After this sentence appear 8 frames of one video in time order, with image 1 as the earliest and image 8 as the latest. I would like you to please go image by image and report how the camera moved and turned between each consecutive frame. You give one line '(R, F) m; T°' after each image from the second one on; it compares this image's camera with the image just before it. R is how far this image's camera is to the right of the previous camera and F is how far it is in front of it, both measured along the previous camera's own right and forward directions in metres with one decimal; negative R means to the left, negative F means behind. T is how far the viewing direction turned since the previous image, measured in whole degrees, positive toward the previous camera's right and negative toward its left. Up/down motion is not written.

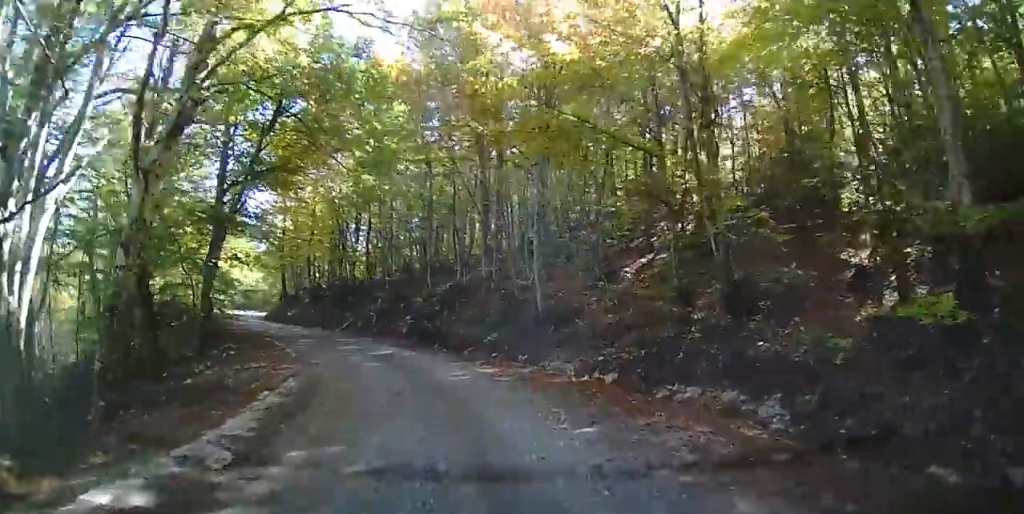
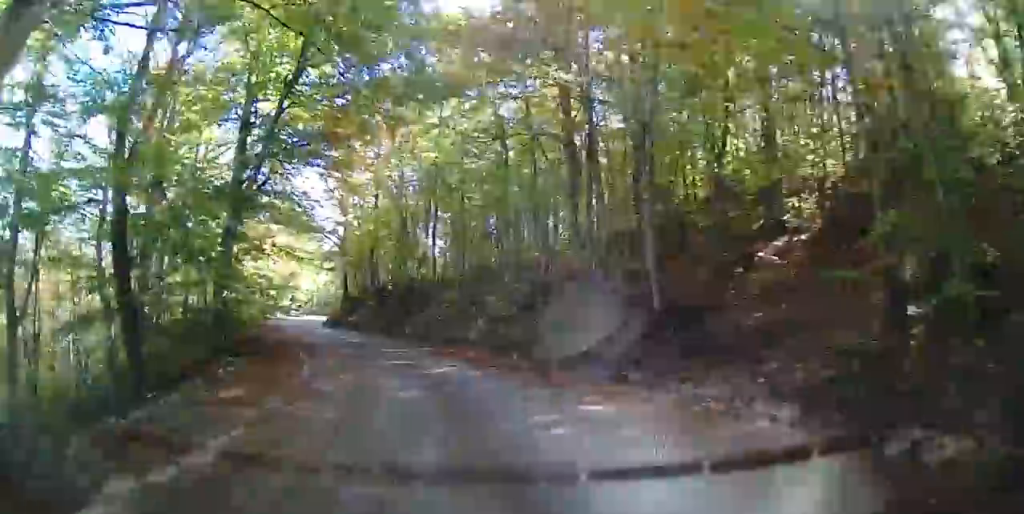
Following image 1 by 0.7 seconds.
(0.0, +4.9) m; -9°
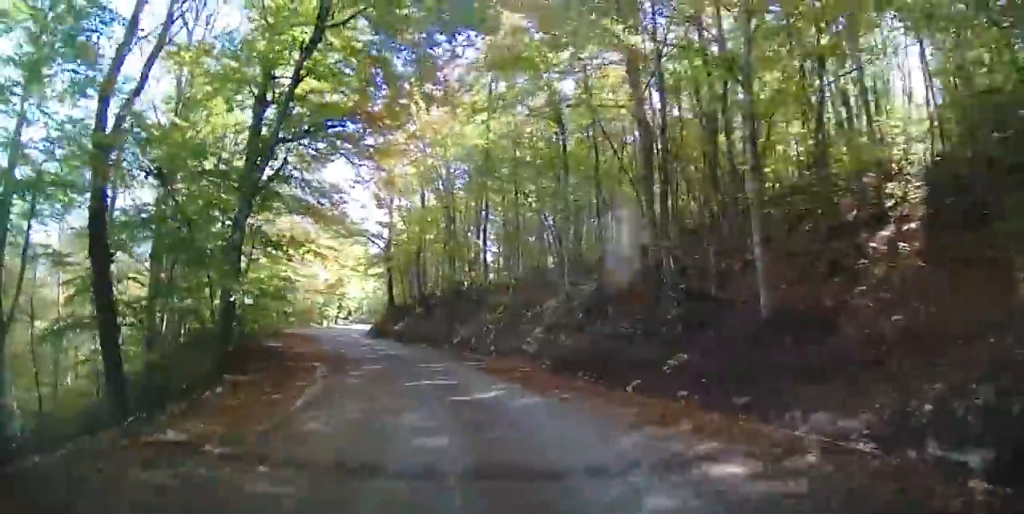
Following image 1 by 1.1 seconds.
(-0.5, +2.8) m; -5°
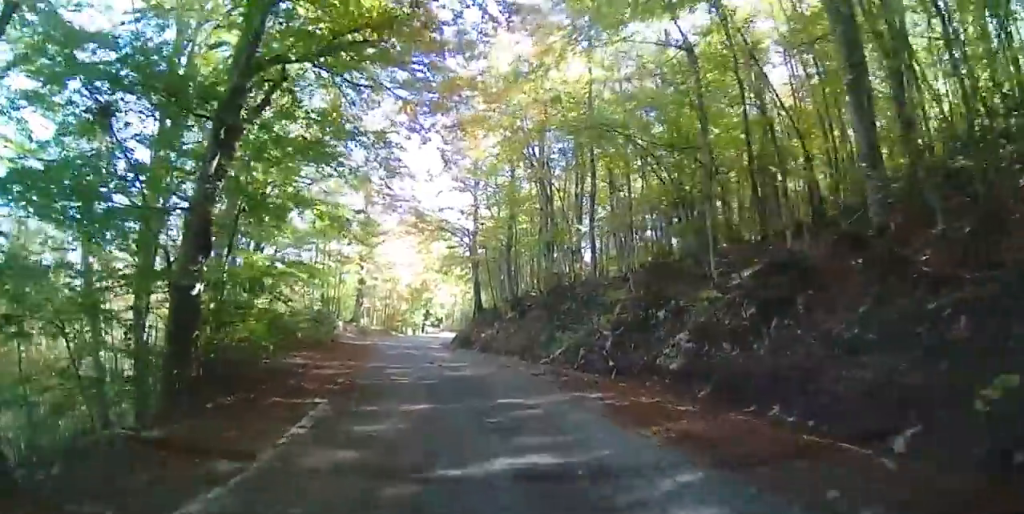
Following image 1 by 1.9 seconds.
(-0.6, +6.0) m; -8°
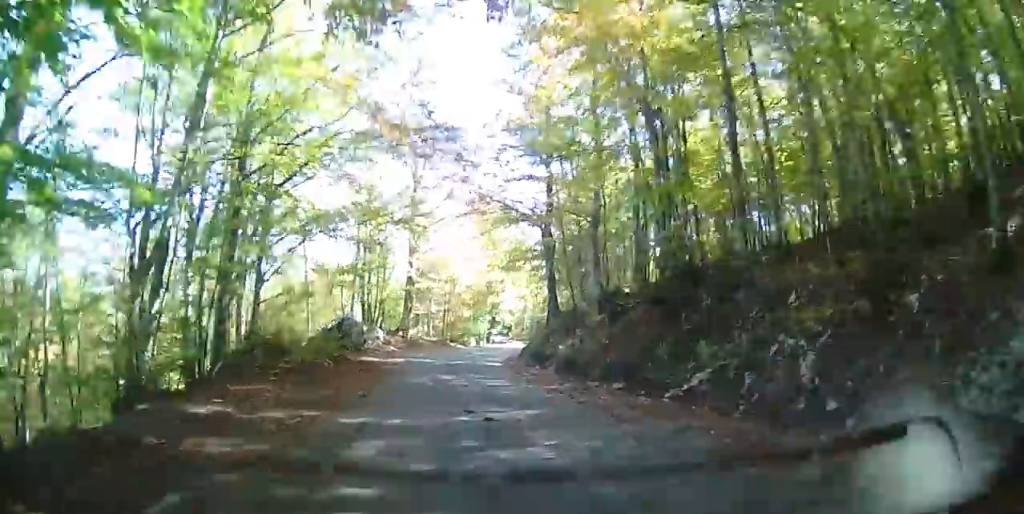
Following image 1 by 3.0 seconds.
(-0.3, +7.9) m; -5°
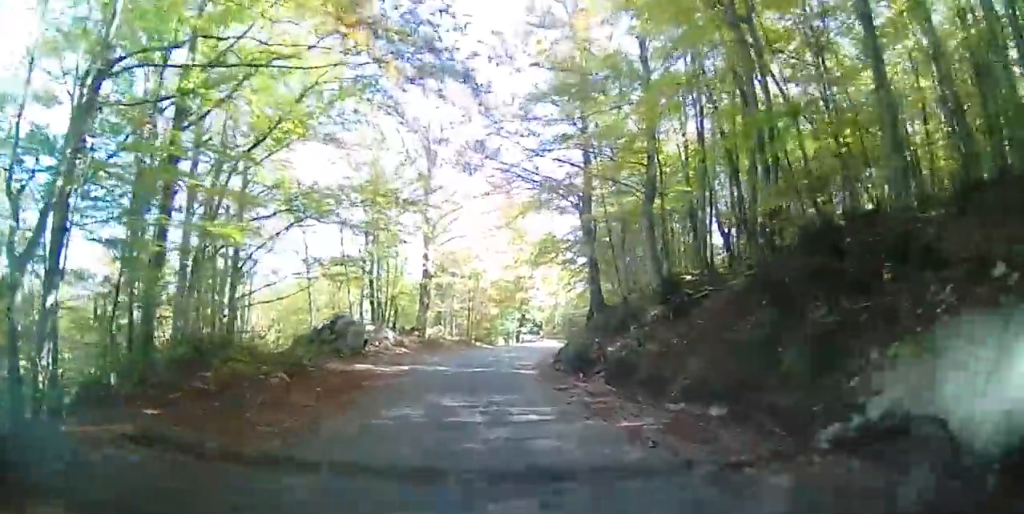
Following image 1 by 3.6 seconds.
(-0.2, +4.8) m; -2°
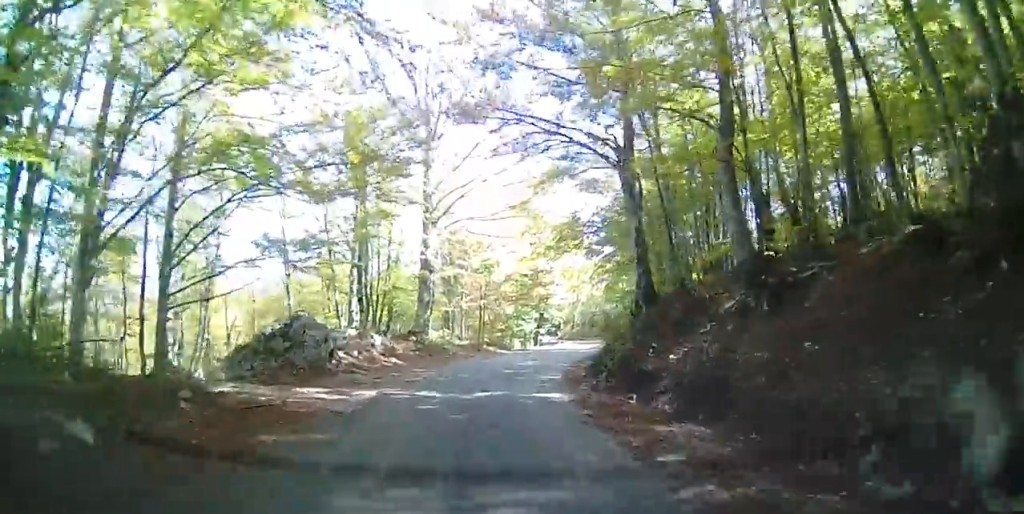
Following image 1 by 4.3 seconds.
(-0.1, +5.4) m; -1°
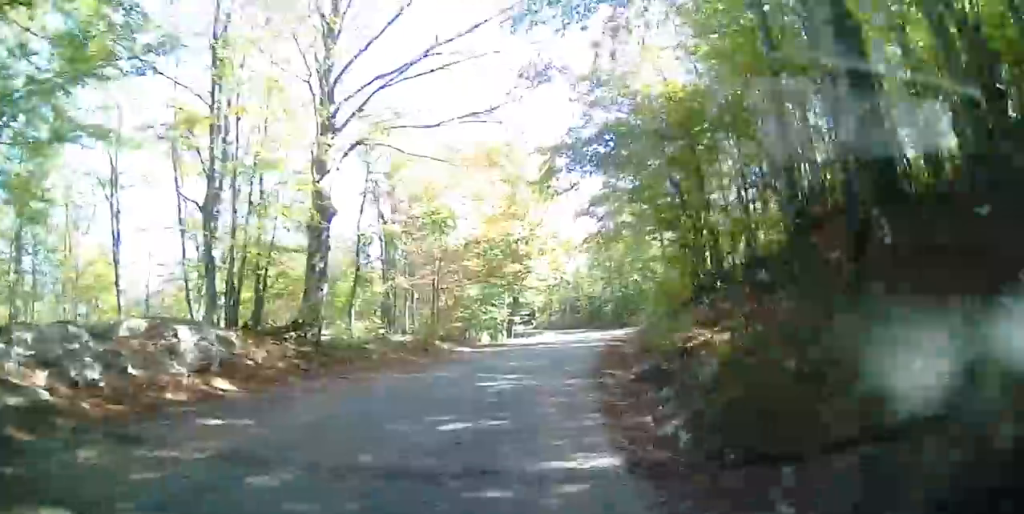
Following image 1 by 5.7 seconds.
(0.0, +11.3) m; 0°
